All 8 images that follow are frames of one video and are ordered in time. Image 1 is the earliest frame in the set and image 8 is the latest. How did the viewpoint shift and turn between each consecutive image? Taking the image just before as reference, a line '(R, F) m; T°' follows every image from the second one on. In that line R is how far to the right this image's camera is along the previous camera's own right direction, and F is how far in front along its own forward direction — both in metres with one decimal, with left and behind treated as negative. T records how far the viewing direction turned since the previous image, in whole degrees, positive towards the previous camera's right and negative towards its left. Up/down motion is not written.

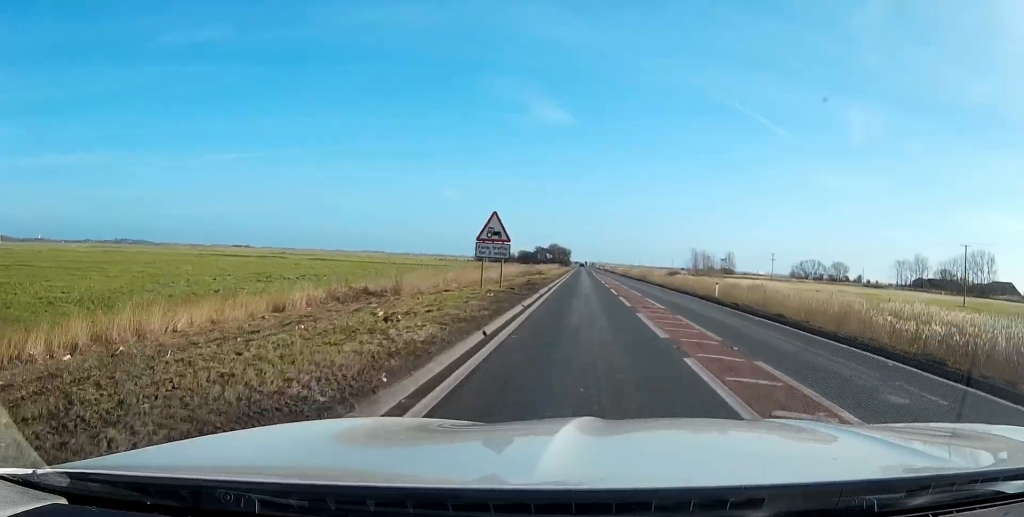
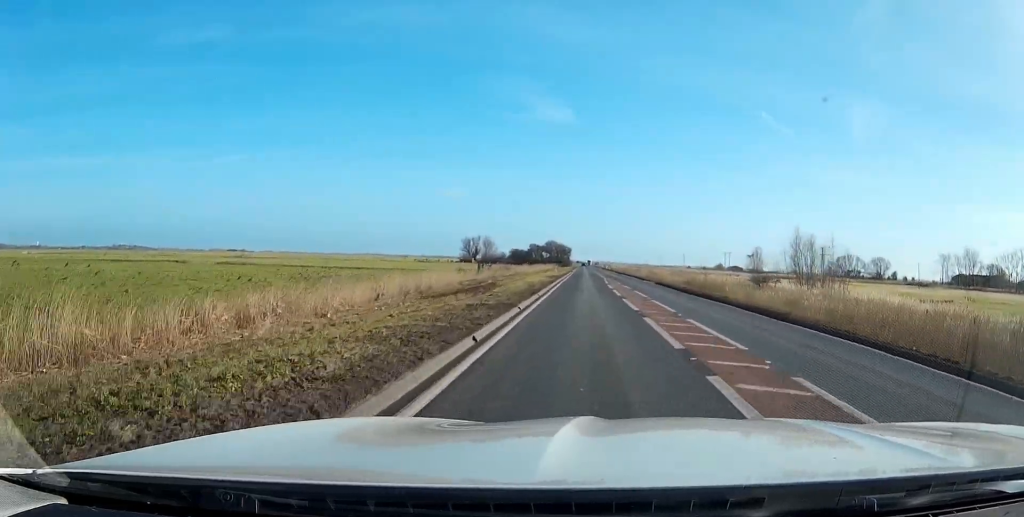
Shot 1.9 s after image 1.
(0.0, +46.9) m; 0°
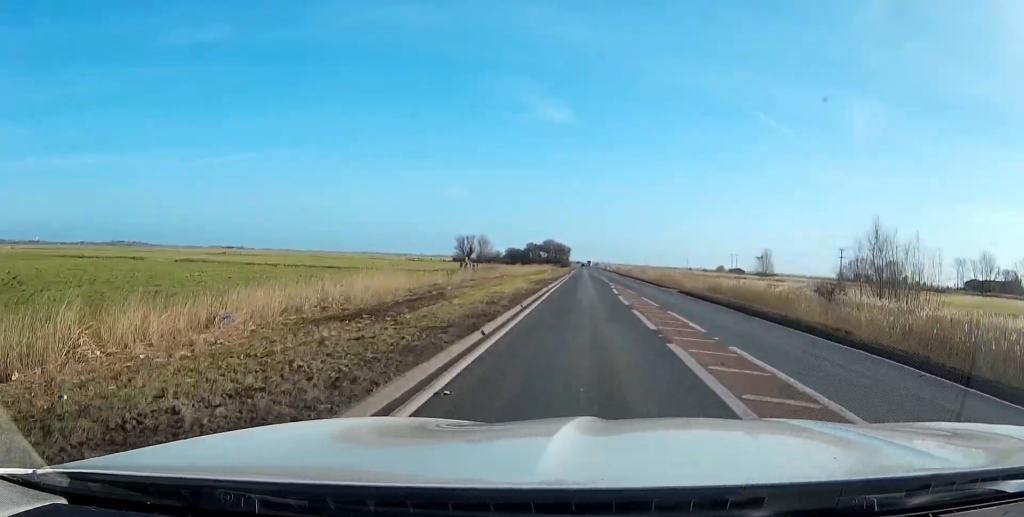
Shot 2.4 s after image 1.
(-0.1, +14.3) m; 0°
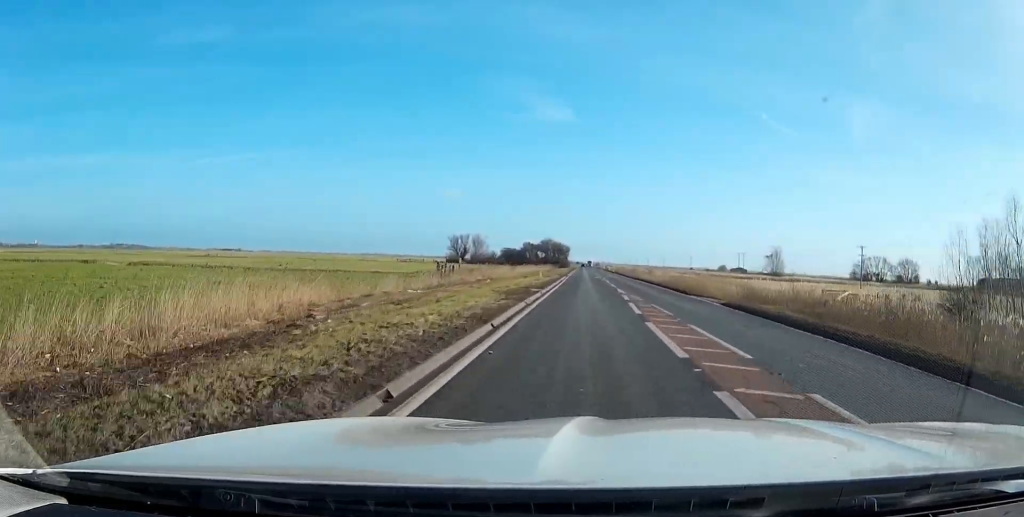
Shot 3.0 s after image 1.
(0.0, +13.5) m; 0°
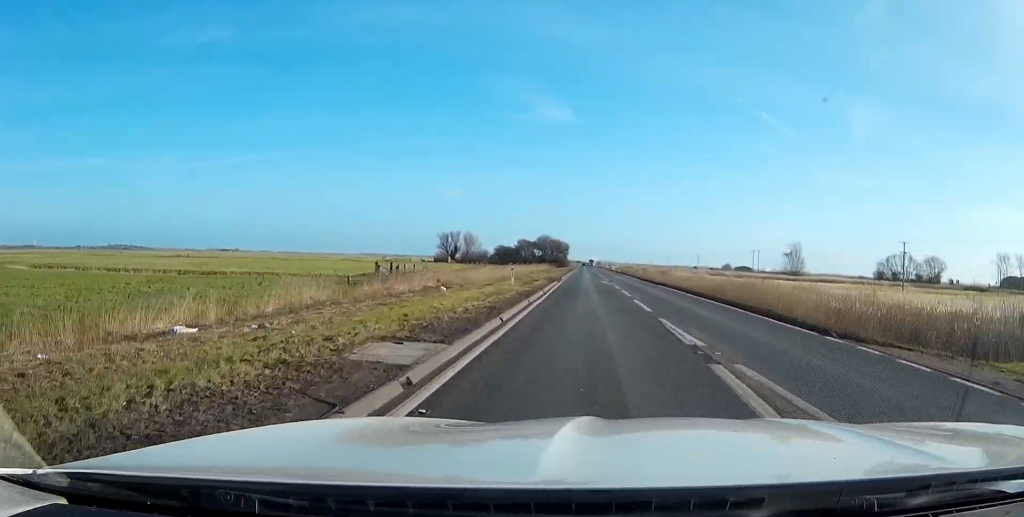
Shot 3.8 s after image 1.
(0.0, +21.9) m; 0°
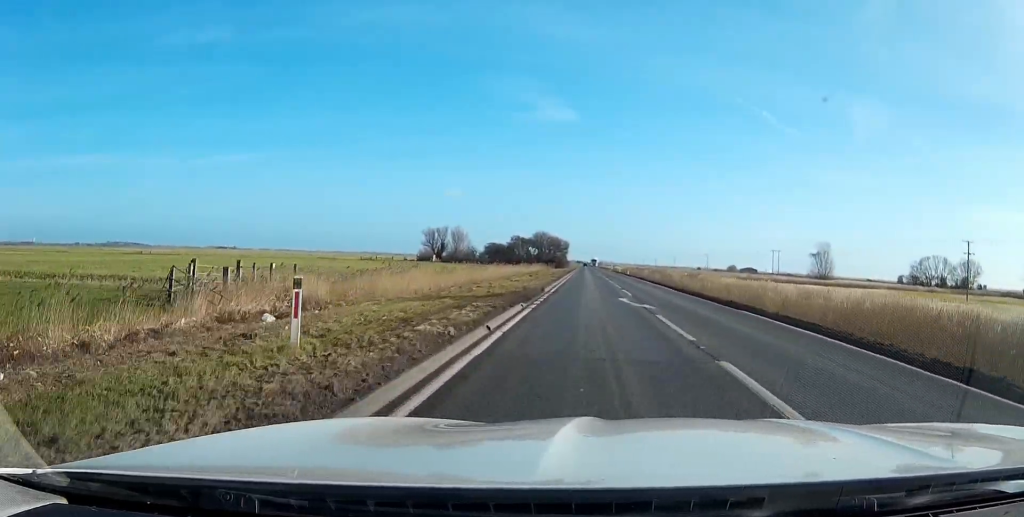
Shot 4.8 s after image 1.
(0.0, +25.3) m; 0°
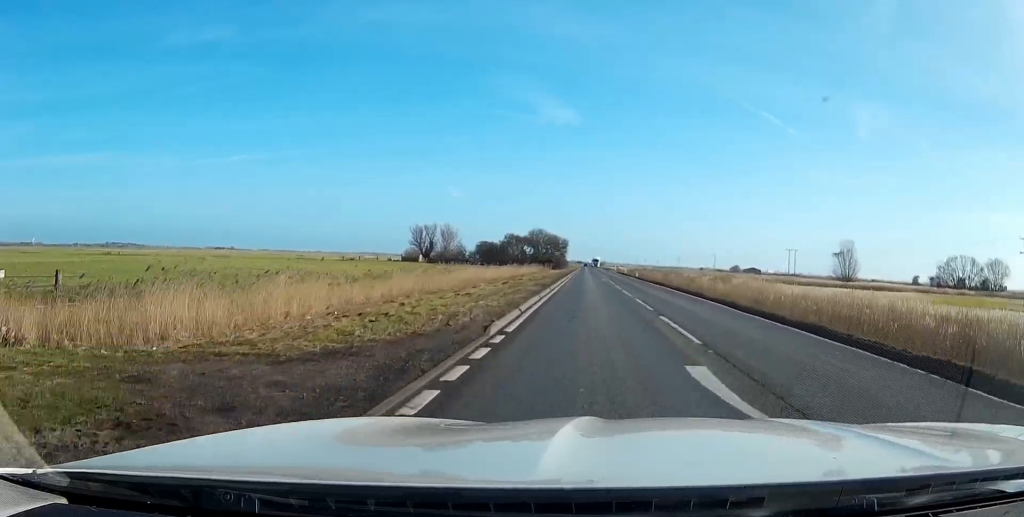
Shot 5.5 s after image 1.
(0.0, +17.7) m; 0°
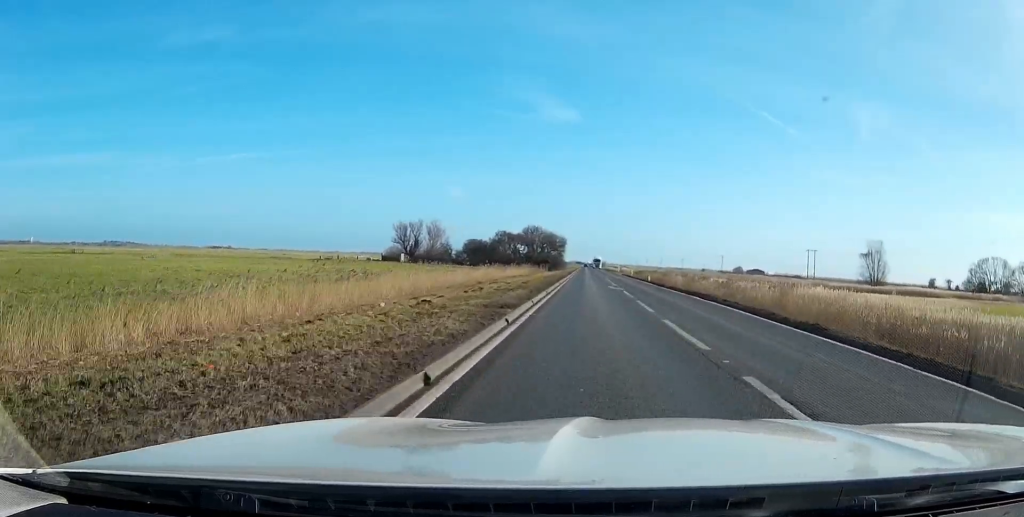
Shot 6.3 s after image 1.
(0.0, +18.4) m; 0°
